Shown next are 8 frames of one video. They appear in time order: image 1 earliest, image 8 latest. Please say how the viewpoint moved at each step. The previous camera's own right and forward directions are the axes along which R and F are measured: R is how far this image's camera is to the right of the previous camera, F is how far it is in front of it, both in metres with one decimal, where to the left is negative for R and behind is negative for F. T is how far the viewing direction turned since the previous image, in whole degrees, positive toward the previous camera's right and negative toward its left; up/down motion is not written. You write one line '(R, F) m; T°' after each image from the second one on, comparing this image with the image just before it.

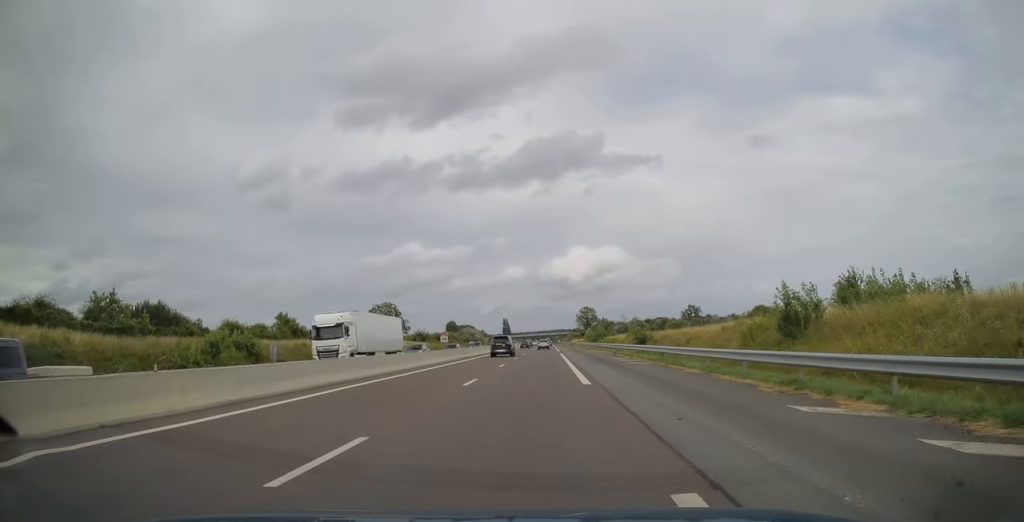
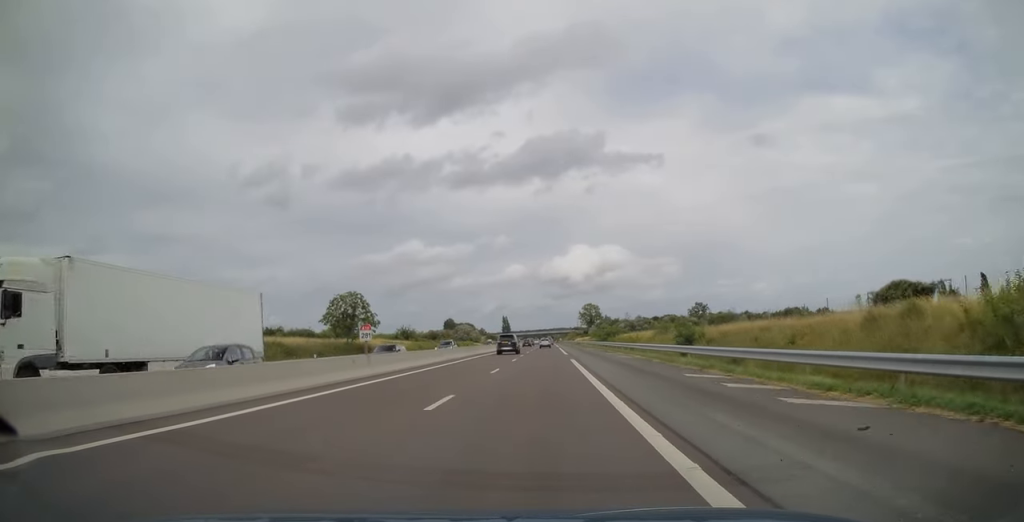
(+0.1, +19.9) m; 0°
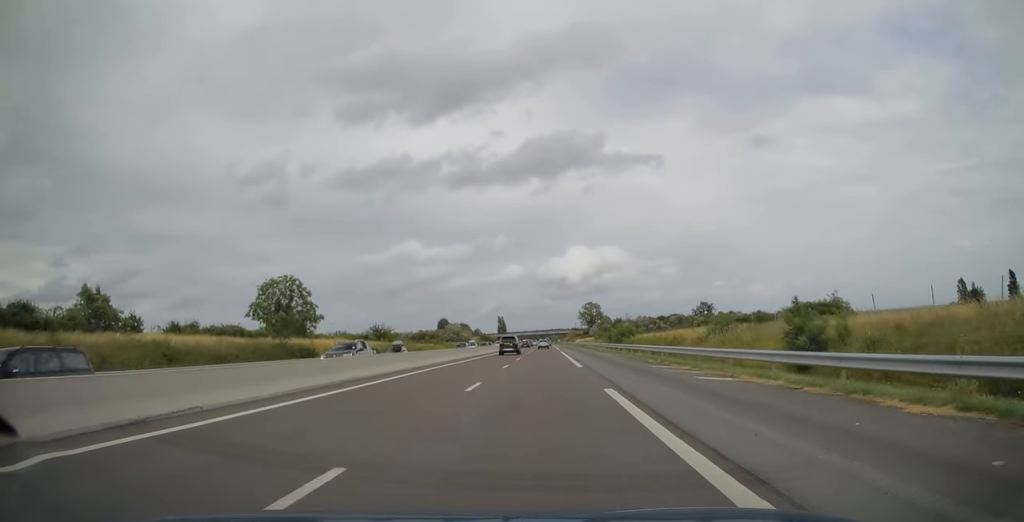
(-0.1, +21.5) m; 0°
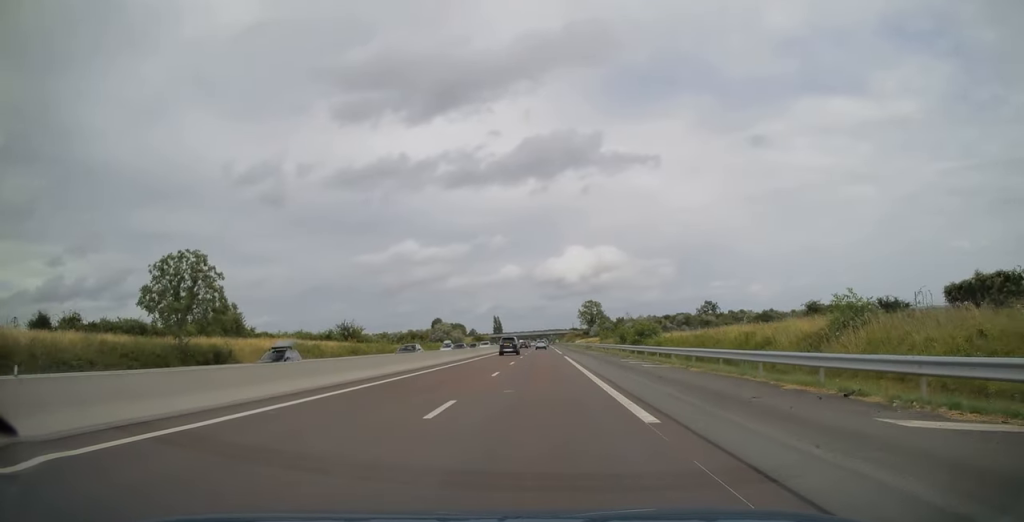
(-0.1, +18.8) m; 0°
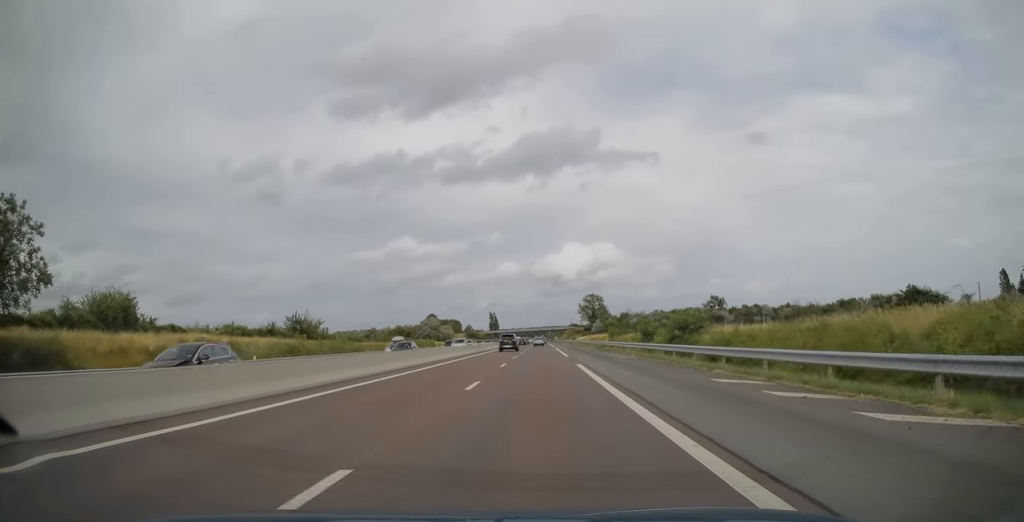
(+0.1, +20.5) m; 0°
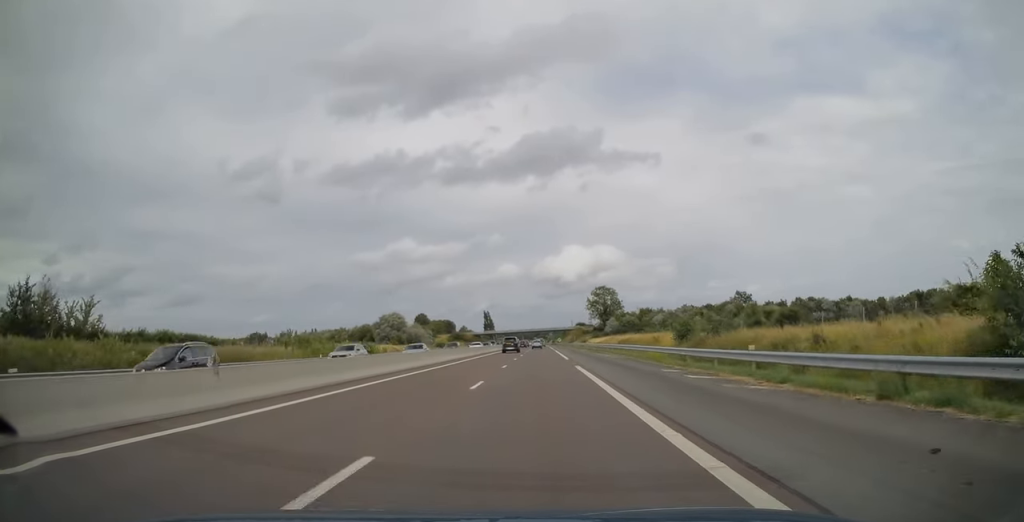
(+0.3, +51.1) m; 0°
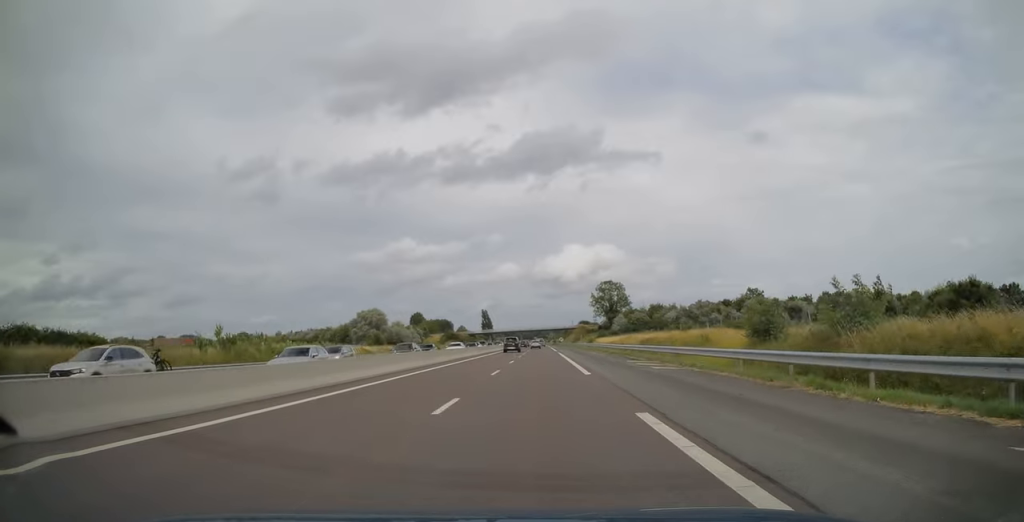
(-0.1, +18.8) m; 0°
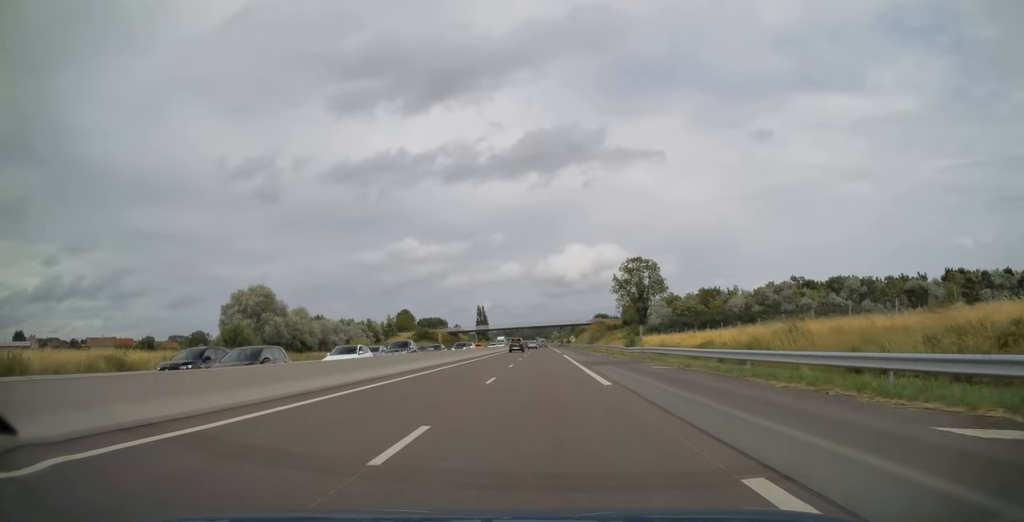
(-0.1, +56.5) m; 0°
